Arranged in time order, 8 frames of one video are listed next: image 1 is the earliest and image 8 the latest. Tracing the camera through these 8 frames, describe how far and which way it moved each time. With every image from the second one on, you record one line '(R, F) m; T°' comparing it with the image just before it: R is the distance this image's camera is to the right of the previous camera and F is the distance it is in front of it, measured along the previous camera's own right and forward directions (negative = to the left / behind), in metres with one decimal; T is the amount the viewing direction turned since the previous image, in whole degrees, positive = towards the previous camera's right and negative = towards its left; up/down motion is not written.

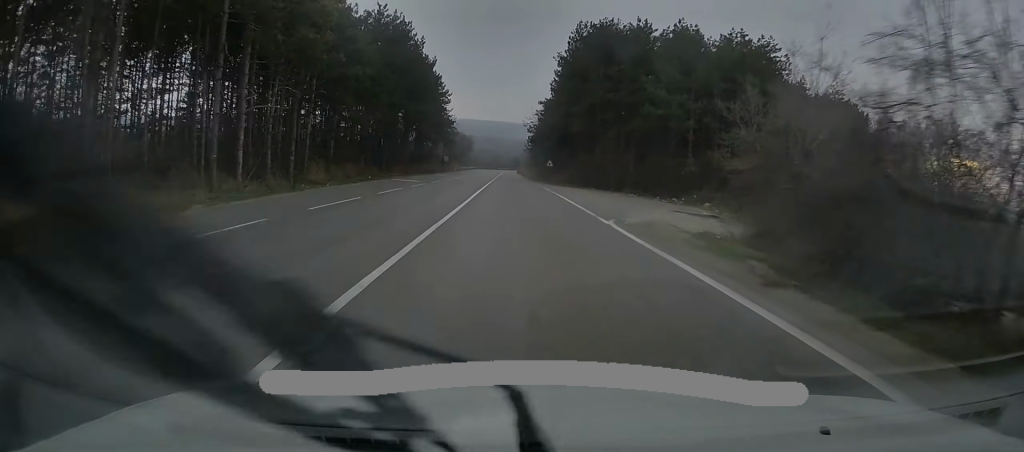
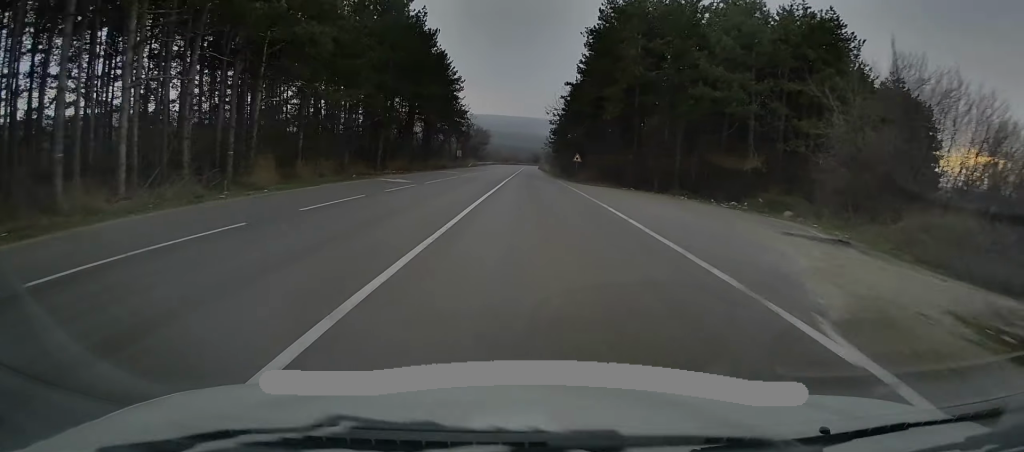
(-0.2, +11.3) m; -2°
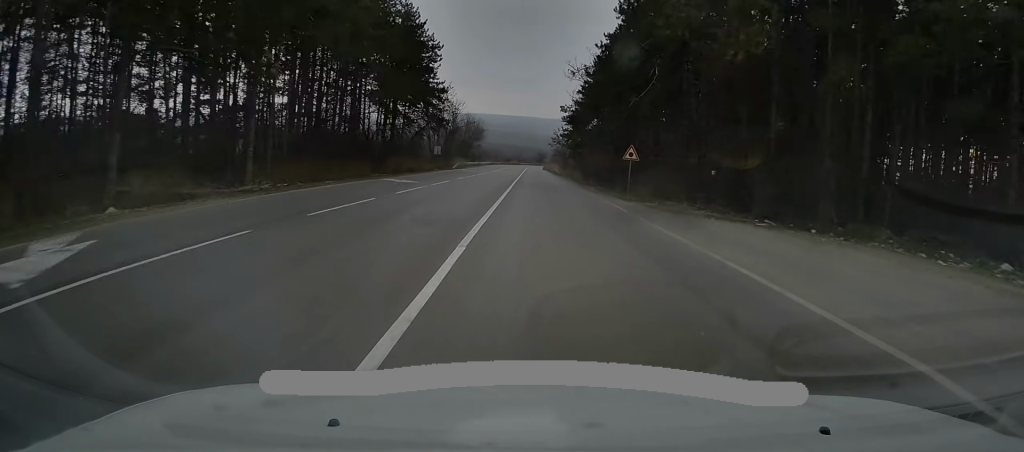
(-0.7, +28.4) m; -1°
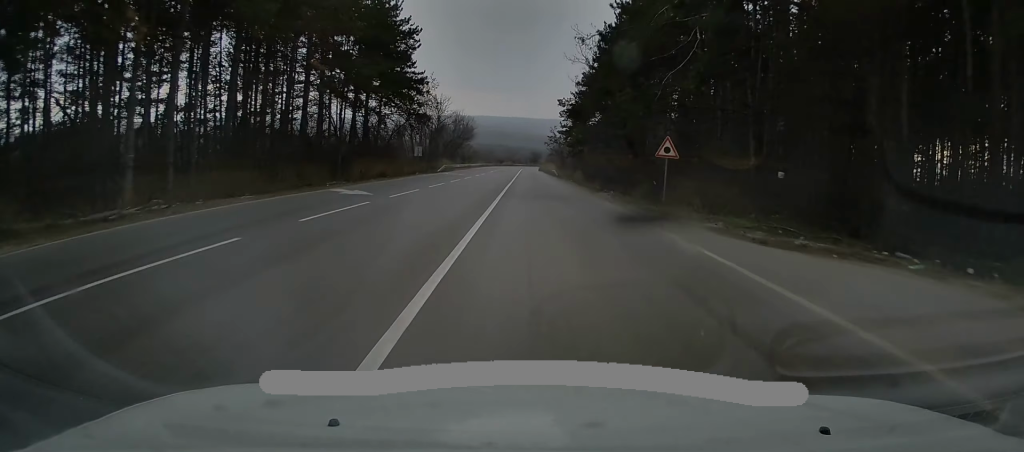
(0.0, +9.5) m; 0°
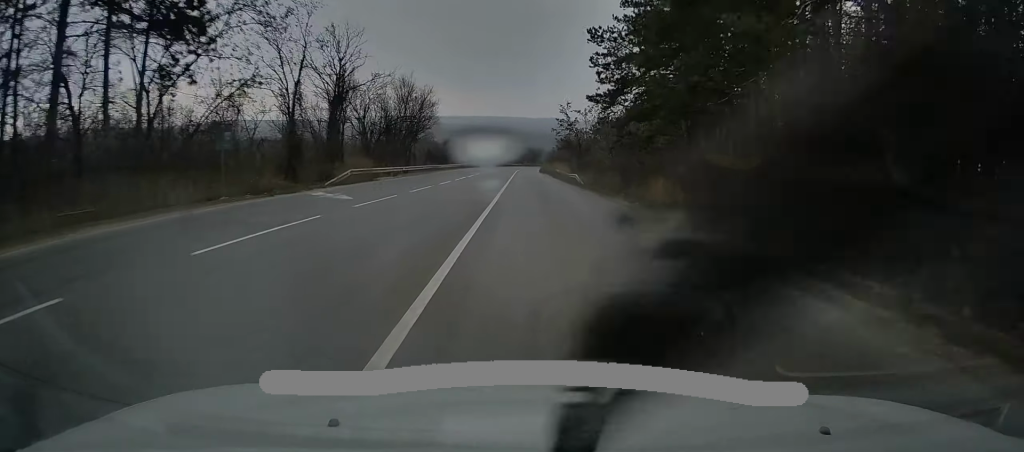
(+0.2, +40.7) m; 0°
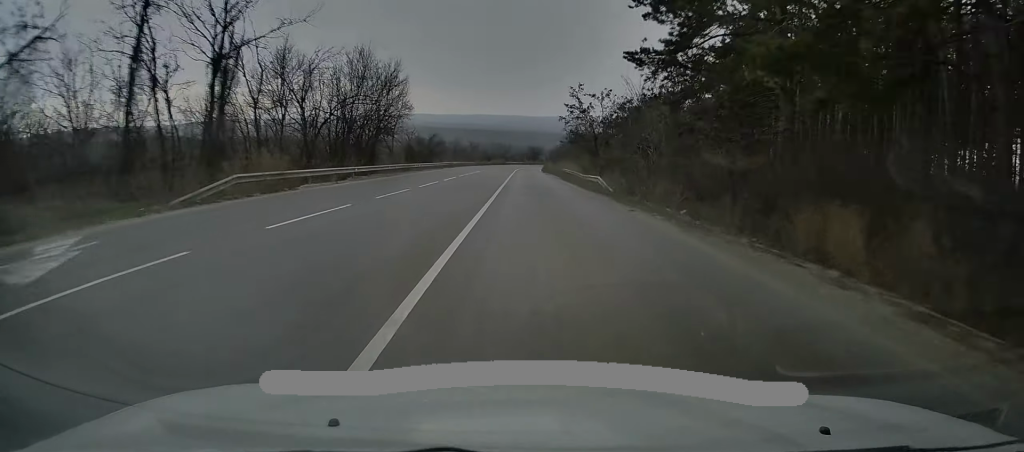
(0.0, +14.9) m; 0°
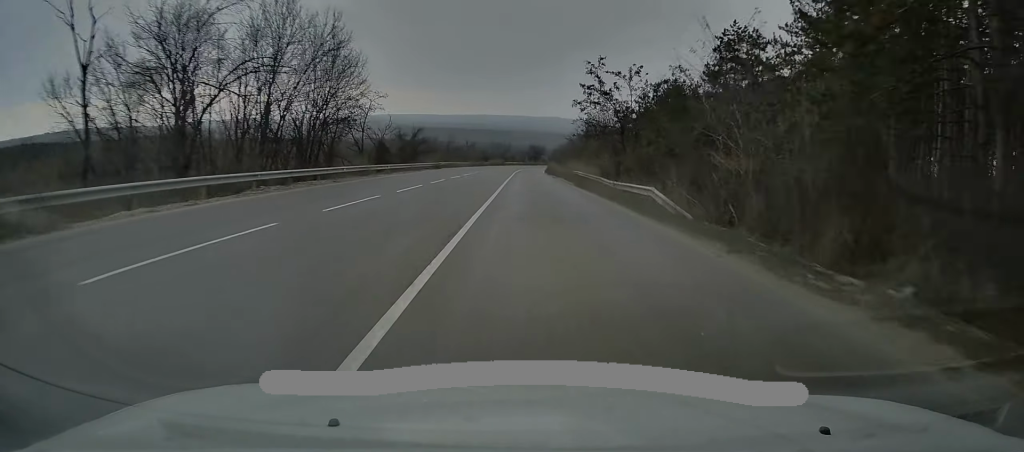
(-0.1, +14.3) m; 0°
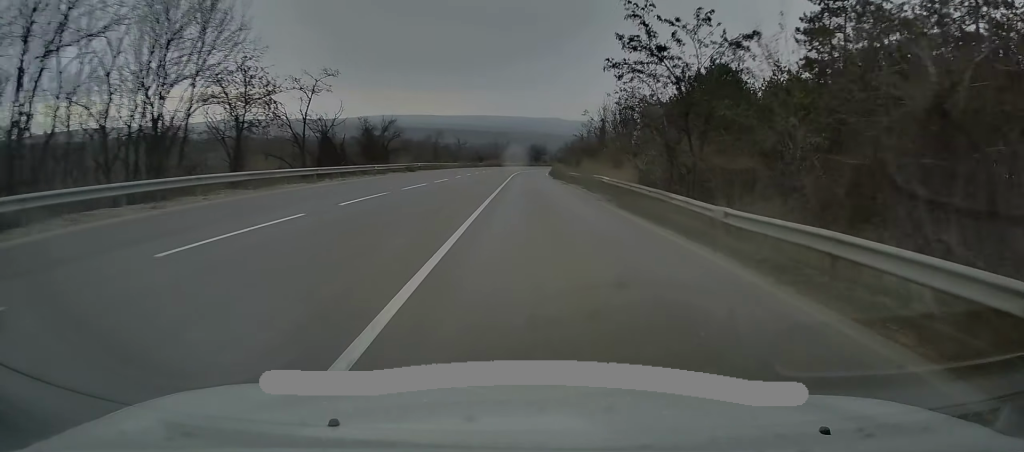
(+0.1, +16.2) m; 0°
